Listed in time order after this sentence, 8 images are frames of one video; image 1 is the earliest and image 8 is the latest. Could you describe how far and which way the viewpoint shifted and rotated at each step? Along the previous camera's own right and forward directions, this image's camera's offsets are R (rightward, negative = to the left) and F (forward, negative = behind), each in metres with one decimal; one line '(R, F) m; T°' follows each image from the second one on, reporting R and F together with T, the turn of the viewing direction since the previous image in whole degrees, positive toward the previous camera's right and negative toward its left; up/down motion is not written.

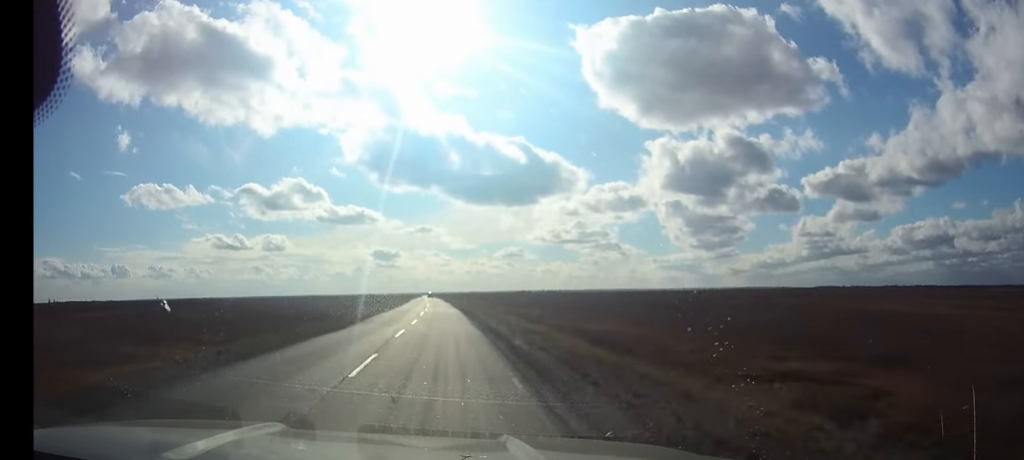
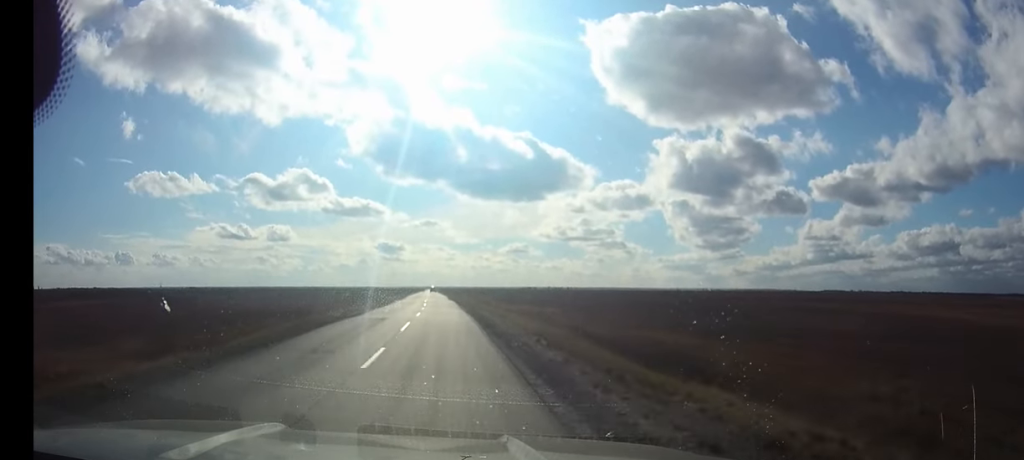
(-0.1, +16.8) m; 0°
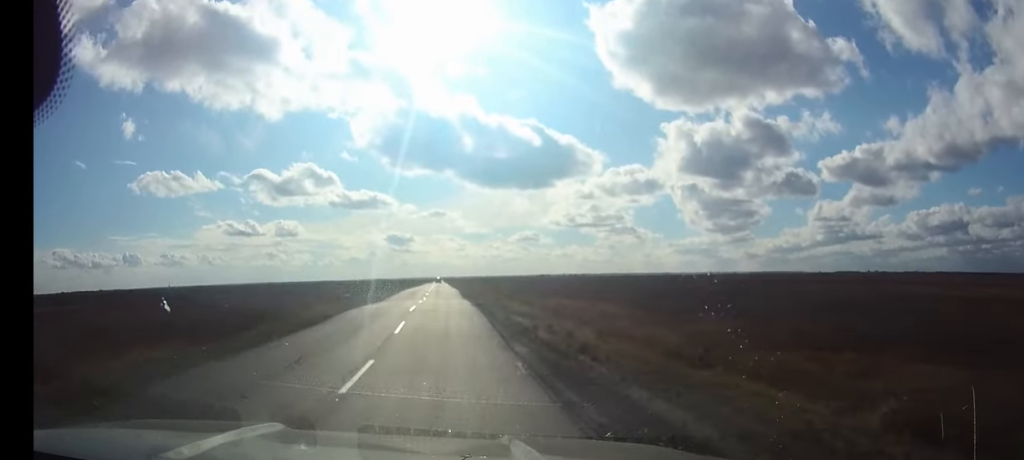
(-0.3, +29.9) m; -1°
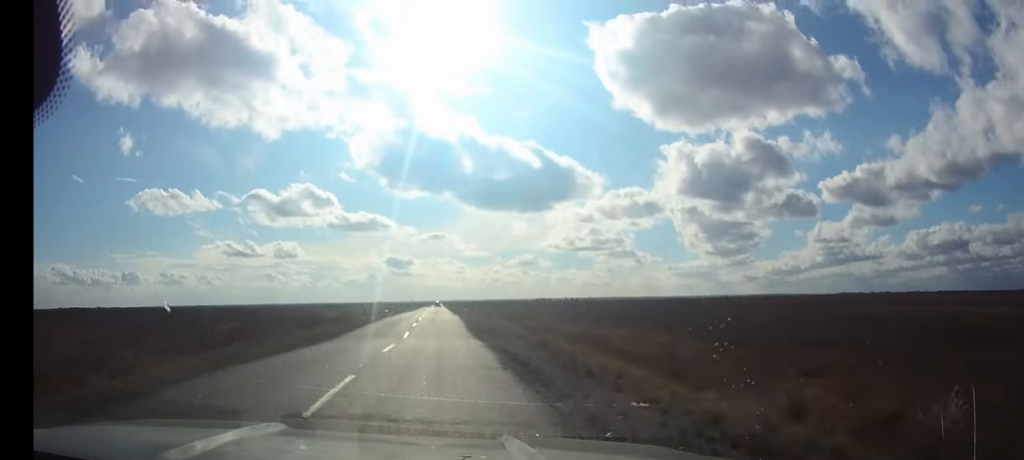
(-0.1, +17.8) m; 0°
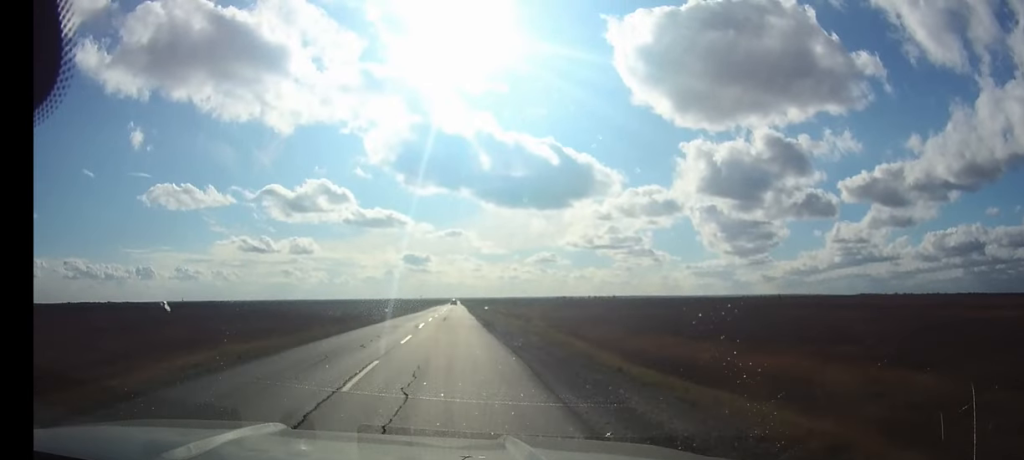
(-0.2, +33.7) m; 0°
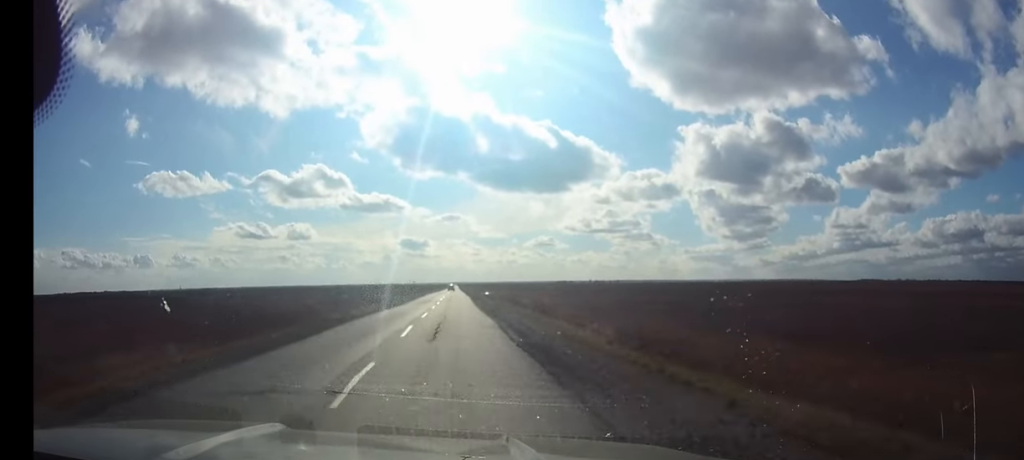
(0.0, +19.3) m; 0°
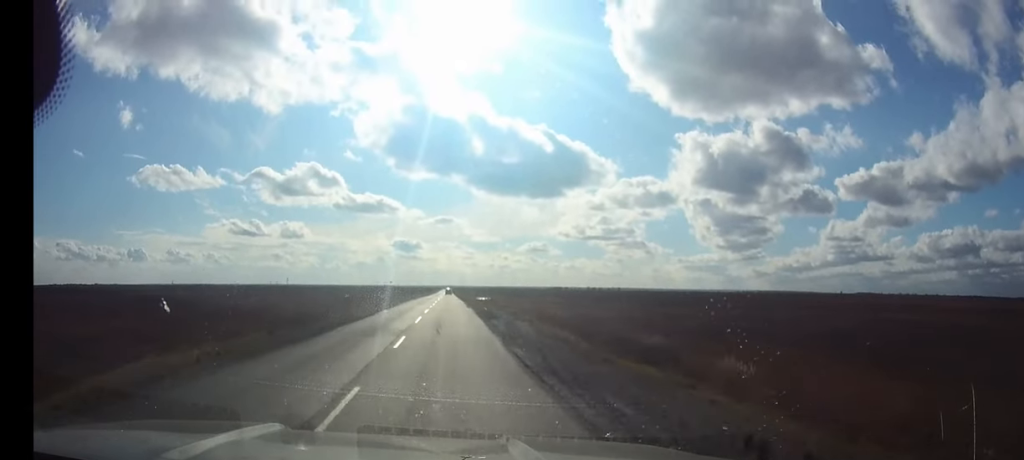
(+0.1, +33.1) m; 0°
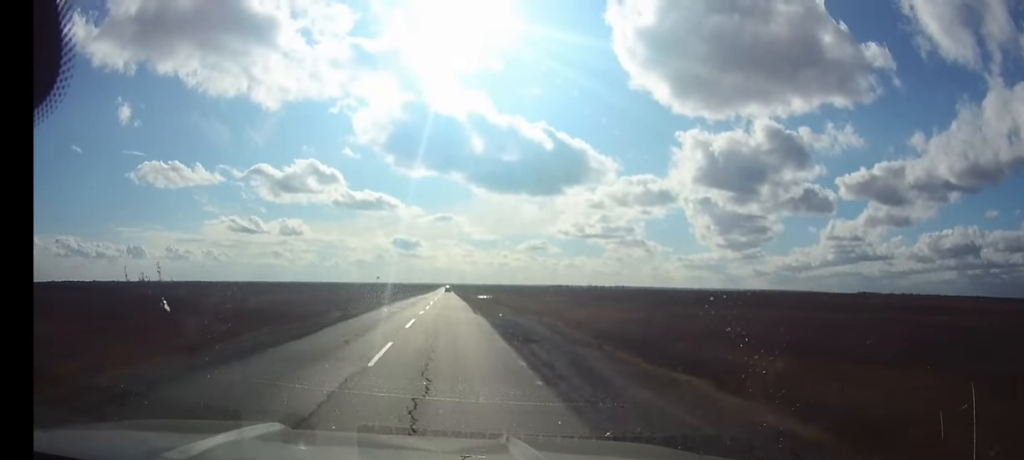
(0.0, +14.3) m; 0°
